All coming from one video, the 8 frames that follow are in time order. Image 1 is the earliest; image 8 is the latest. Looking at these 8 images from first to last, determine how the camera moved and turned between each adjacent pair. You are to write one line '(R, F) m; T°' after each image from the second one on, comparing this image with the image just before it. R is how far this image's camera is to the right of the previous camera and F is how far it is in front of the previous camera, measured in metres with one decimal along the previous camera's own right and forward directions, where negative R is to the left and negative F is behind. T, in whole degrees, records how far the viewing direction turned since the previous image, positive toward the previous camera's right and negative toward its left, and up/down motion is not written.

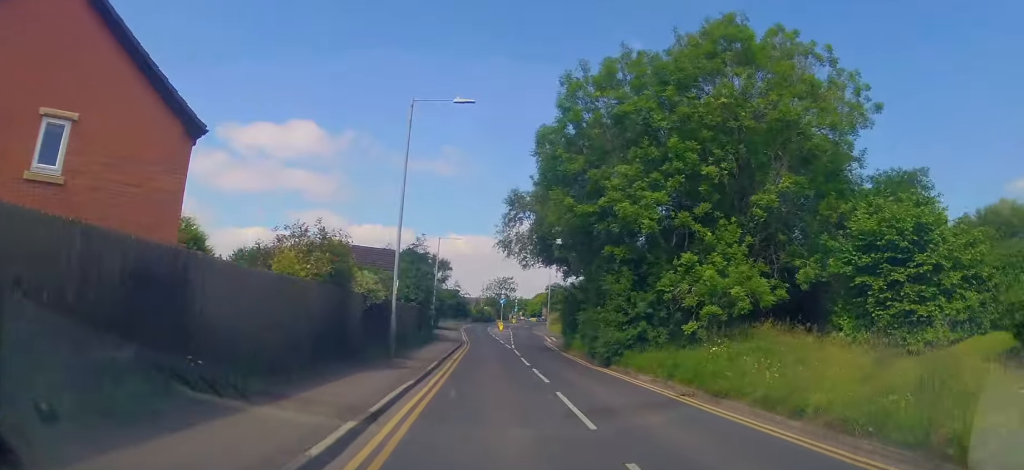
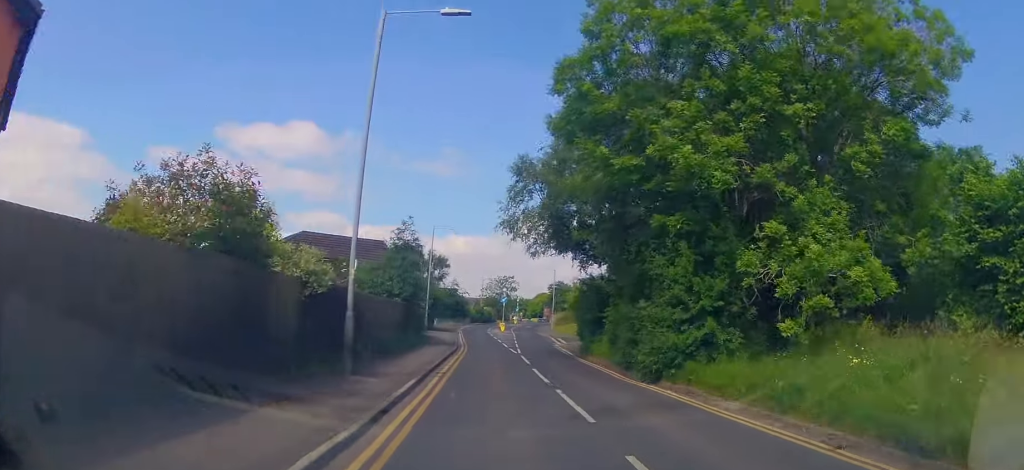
(0.0, +5.6) m; 0°
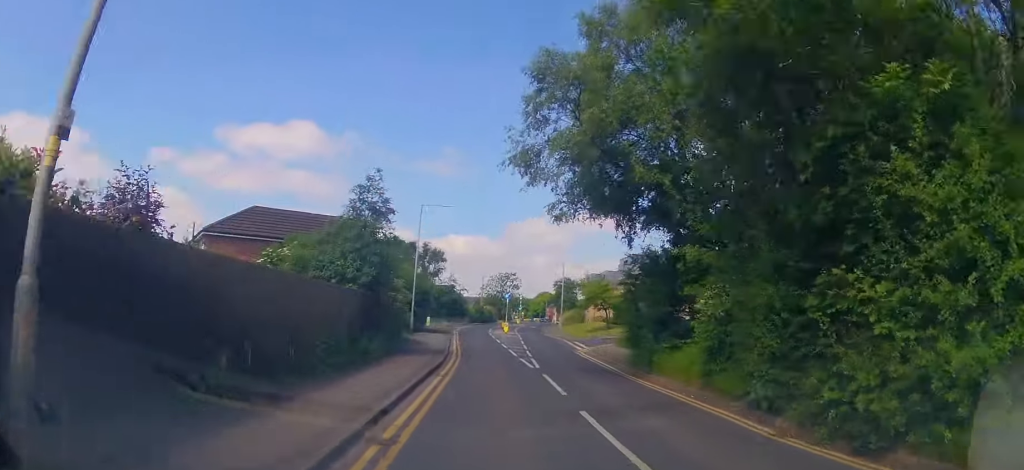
(0.0, +8.9) m; 0°
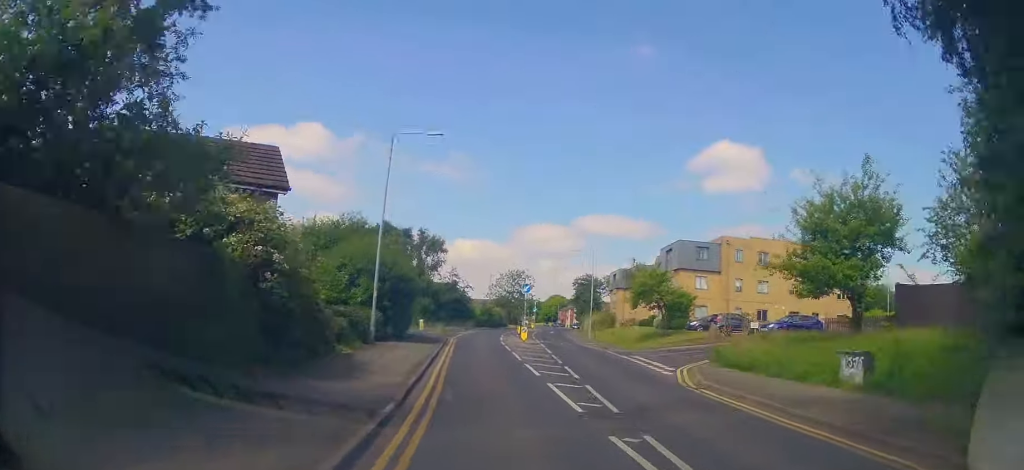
(0.0, +14.8) m; -2°
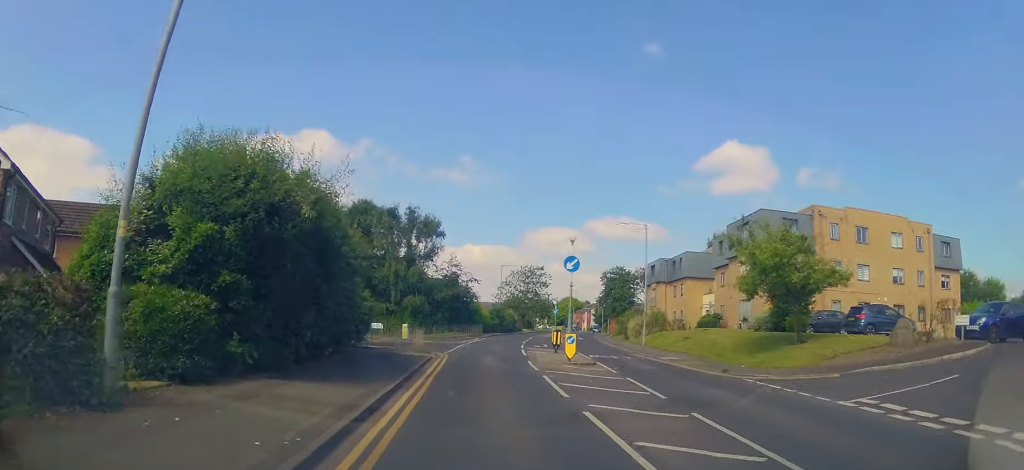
(-0.5, +15.7) m; -1°
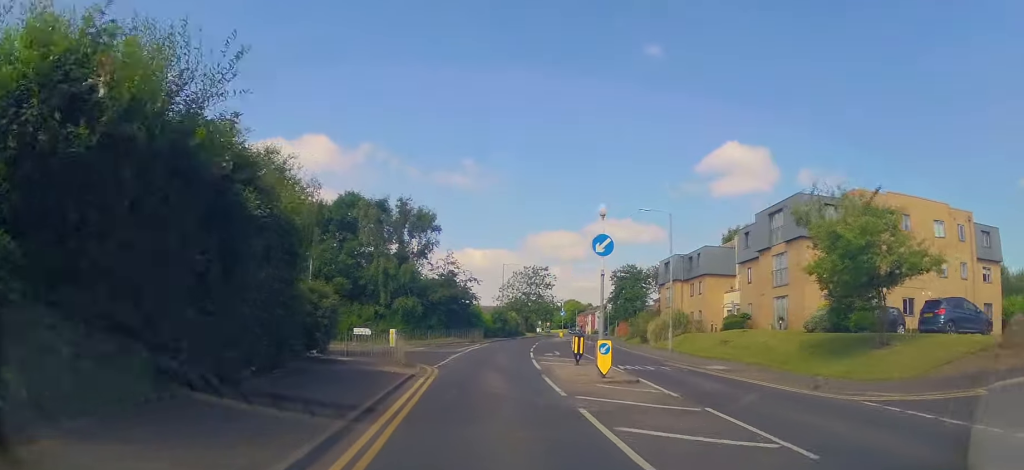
(+0.3, +5.2) m; 0°
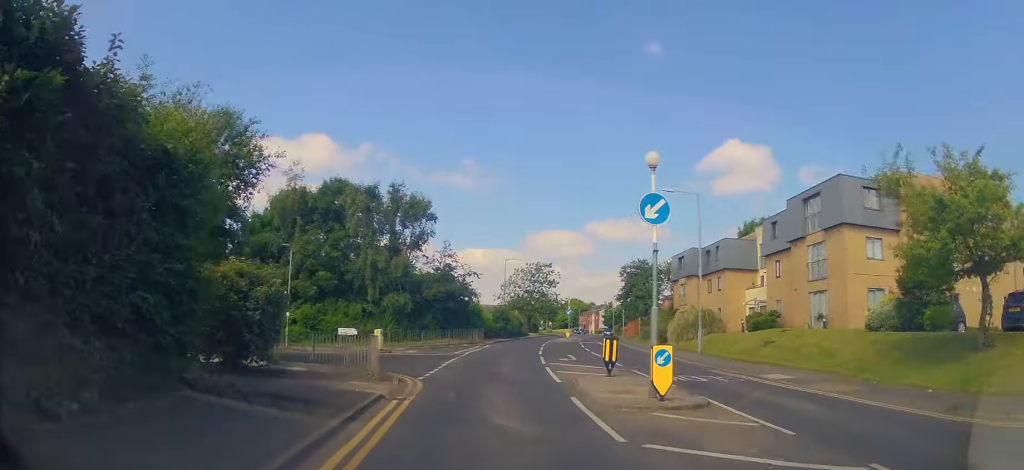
(-0.2, +4.6) m; 0°
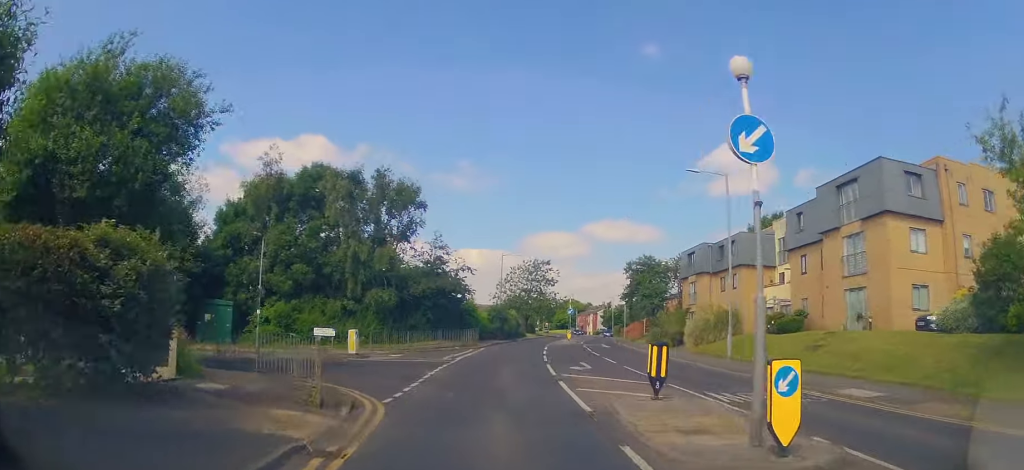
(-0.2, +4.3) m; 0°
